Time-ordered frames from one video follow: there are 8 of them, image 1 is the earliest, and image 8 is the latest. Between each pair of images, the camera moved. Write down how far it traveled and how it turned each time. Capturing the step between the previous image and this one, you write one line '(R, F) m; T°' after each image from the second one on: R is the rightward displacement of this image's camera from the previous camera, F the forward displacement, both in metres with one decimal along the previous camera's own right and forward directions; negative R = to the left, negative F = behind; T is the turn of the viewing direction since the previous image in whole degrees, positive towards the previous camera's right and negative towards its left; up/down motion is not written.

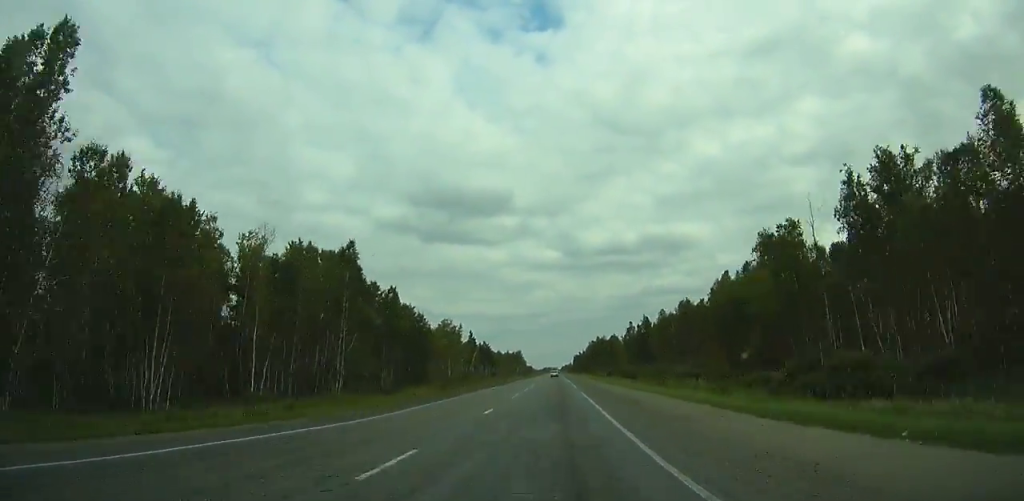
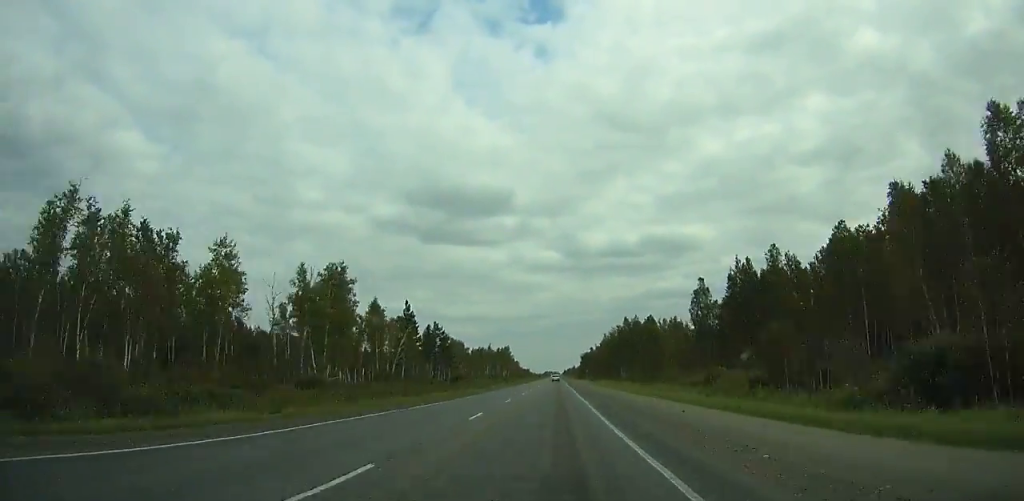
(+0.1, +100.1) m; 0°
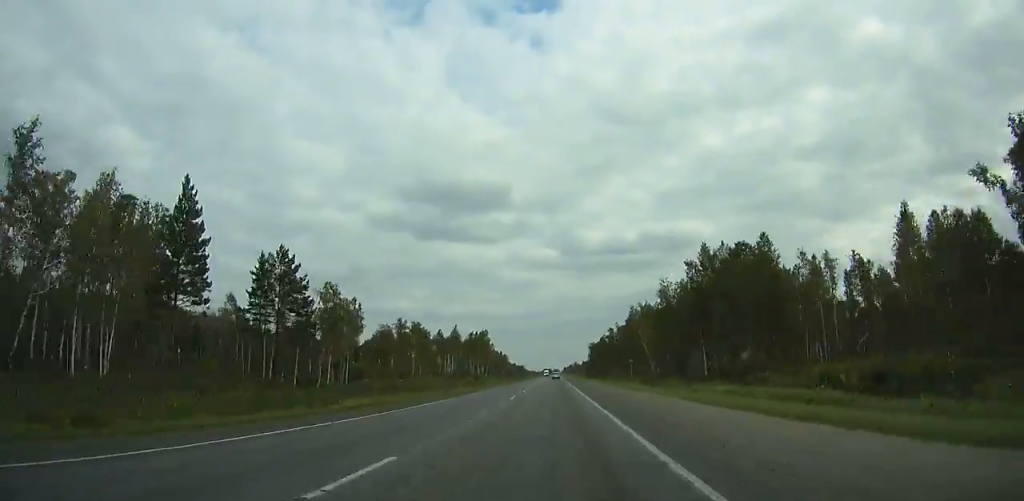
(-0.2, +83.2) m; 0°
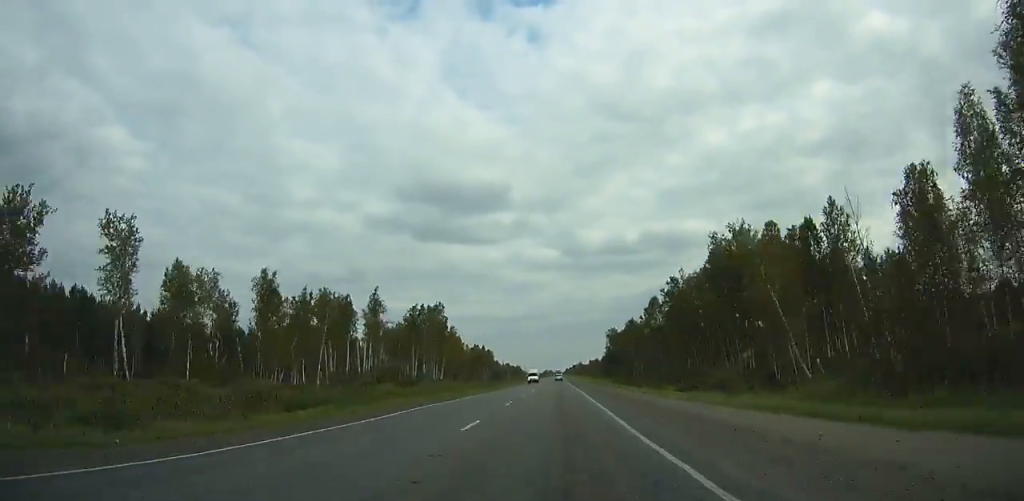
(-0.1, +74.6) m; 0°
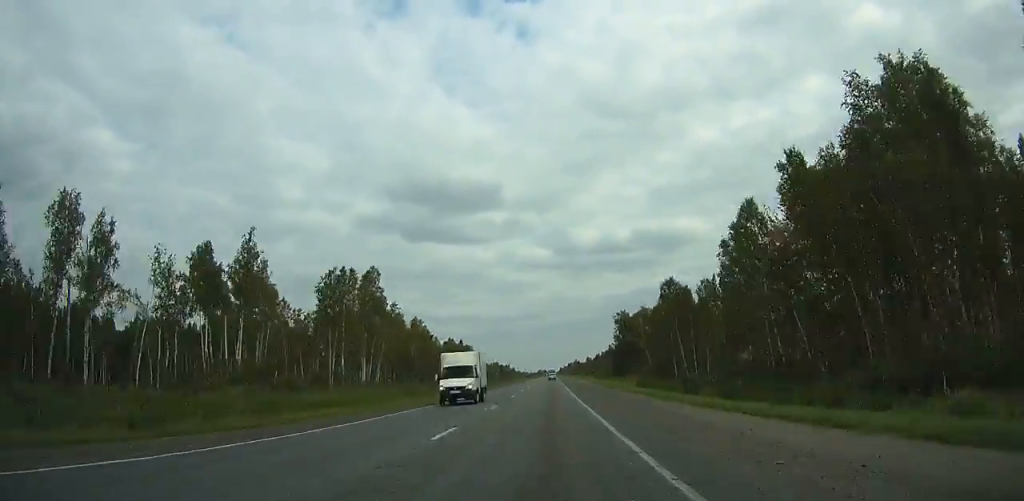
(0.0, +37.2) m; 0°
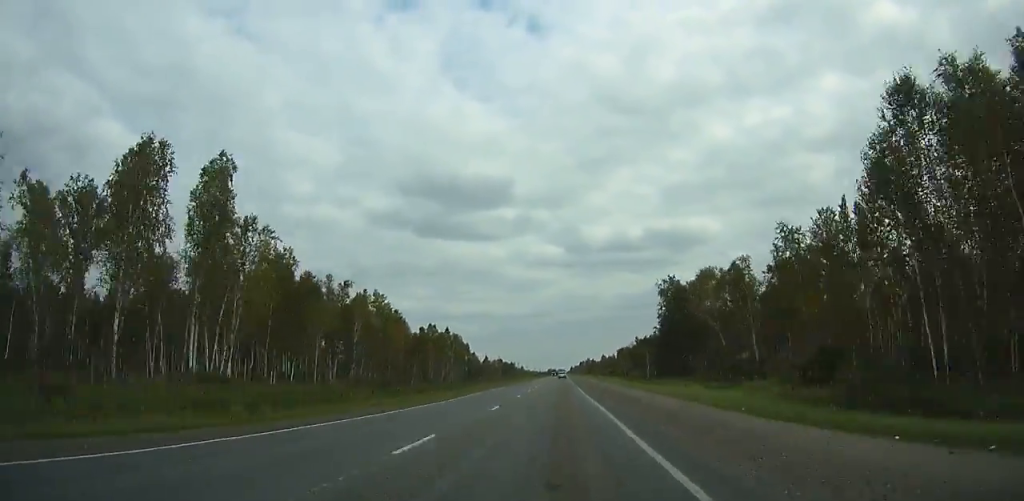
(0.0, +38.9) m; 0°
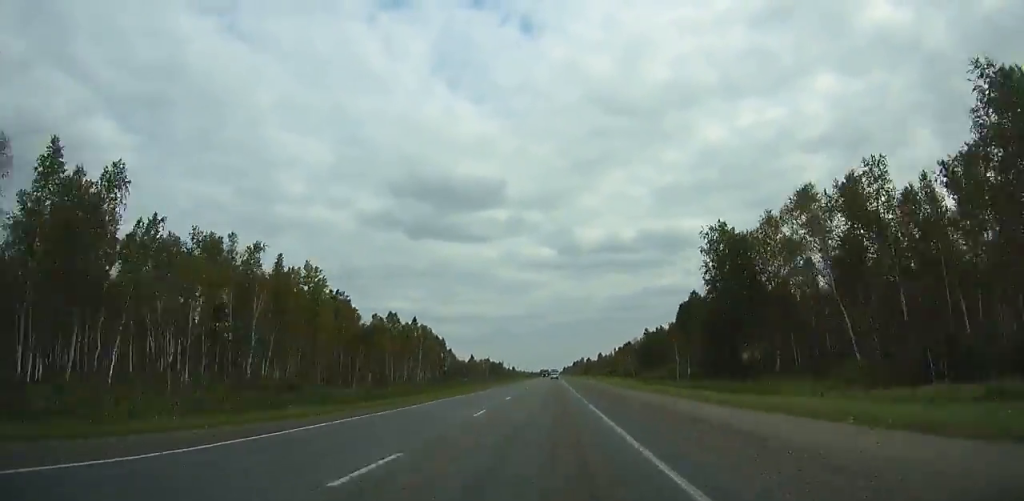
(0.0, +25.8) m; 0°
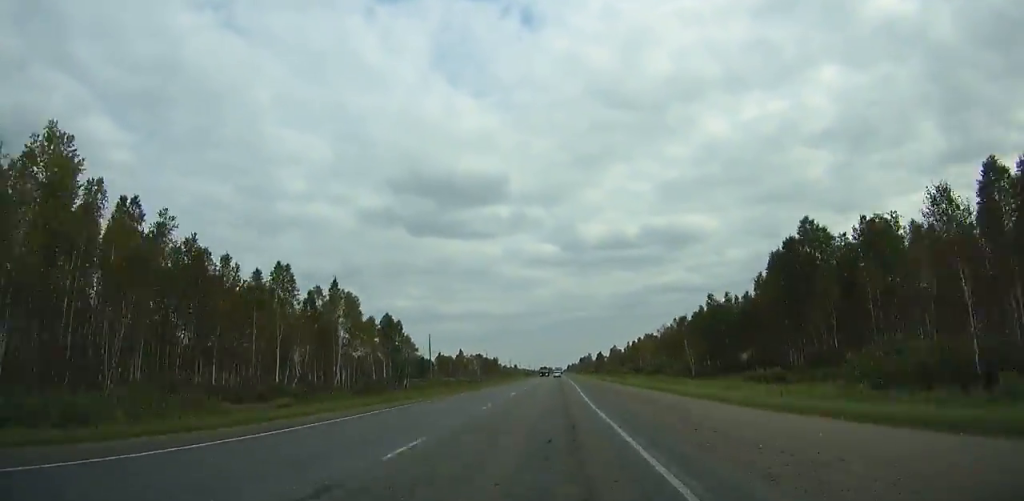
(0.0, +46.5) m; 0°
